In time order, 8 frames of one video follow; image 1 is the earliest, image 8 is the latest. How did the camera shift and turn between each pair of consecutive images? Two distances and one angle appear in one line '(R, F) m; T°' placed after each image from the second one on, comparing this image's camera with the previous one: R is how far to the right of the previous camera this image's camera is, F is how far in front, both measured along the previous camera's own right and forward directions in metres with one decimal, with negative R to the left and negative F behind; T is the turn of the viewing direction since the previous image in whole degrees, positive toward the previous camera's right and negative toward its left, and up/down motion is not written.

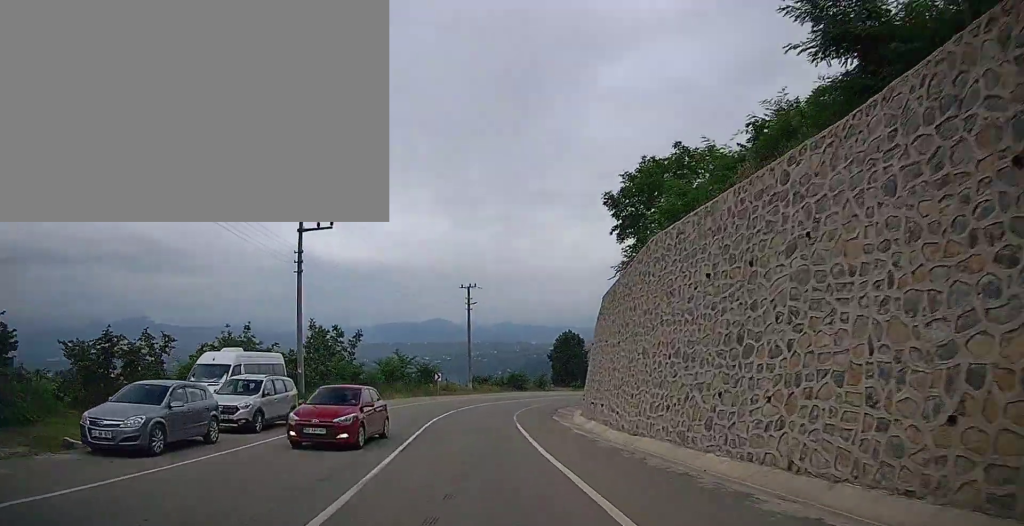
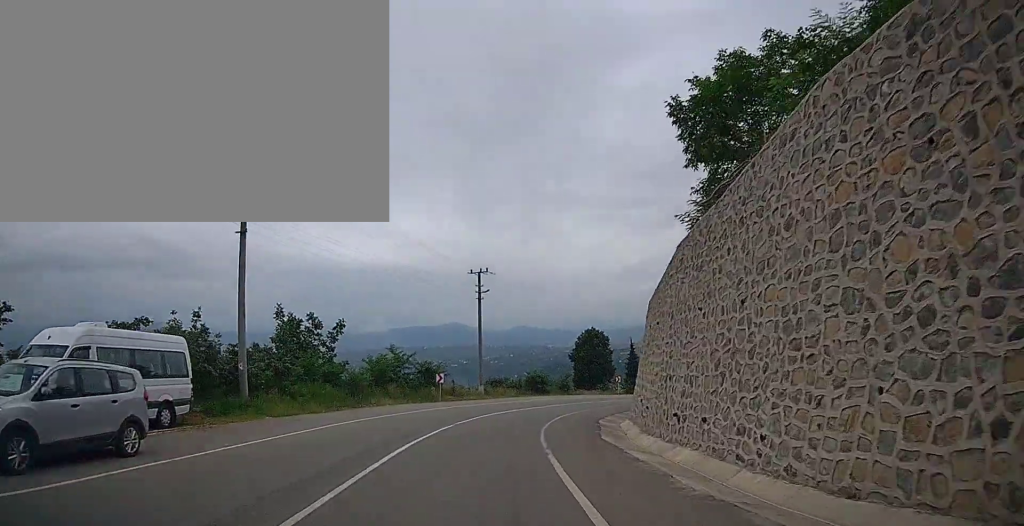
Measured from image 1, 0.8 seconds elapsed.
(-0.4, +10.5) m; -4°
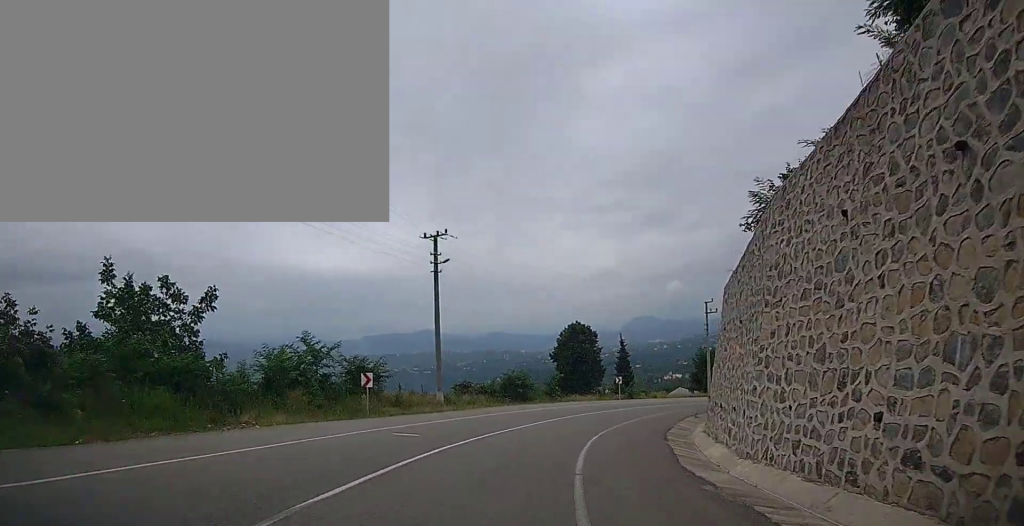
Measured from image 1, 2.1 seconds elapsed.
(-0.4, +15.1) m; +2°
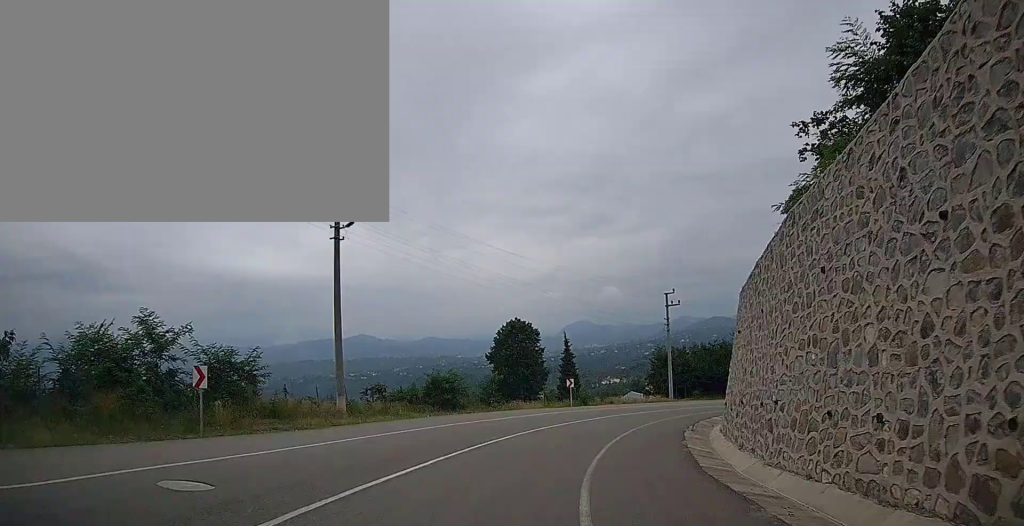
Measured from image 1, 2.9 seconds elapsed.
(+0.3, +9.5) m; +6°
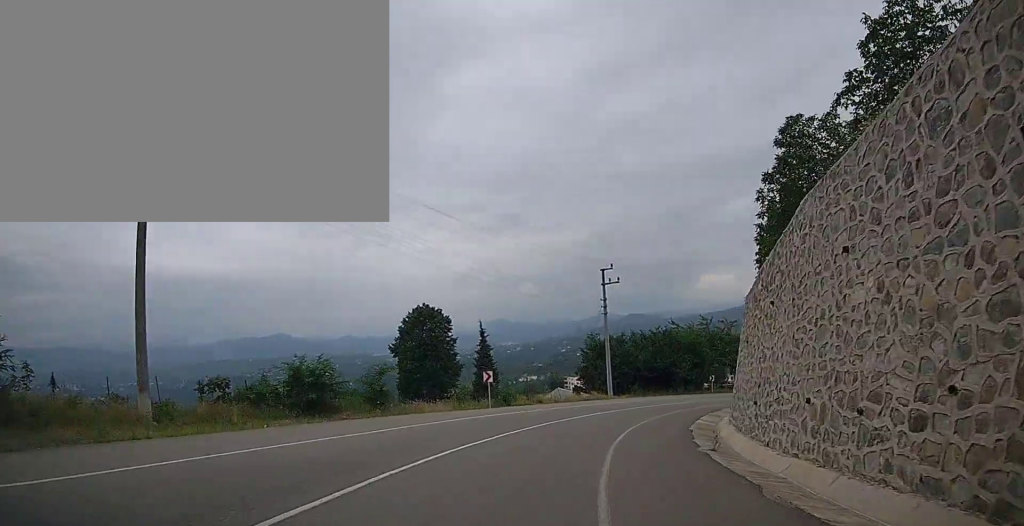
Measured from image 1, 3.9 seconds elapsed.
(+0.8, +10.1) m; +10°
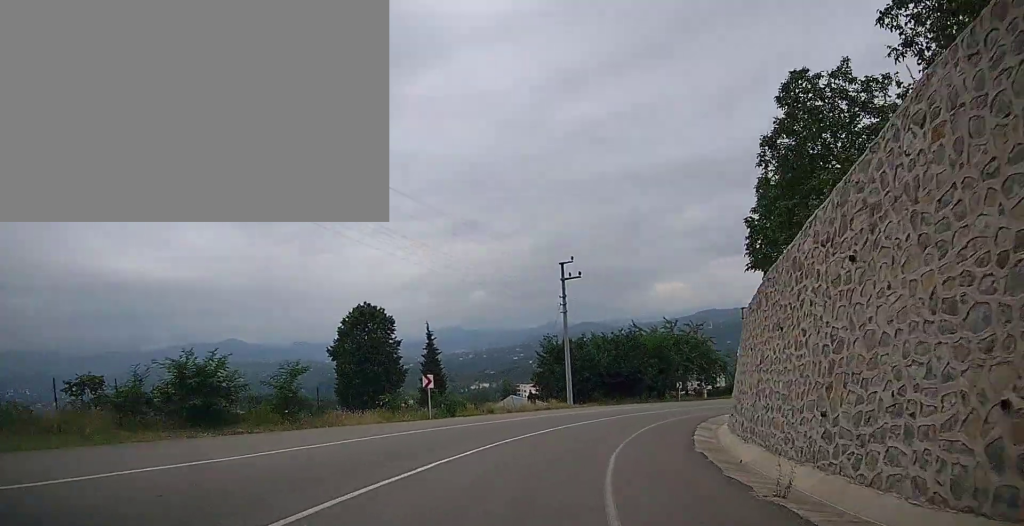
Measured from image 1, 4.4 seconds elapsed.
(+0.2, +4.9) m; +5°
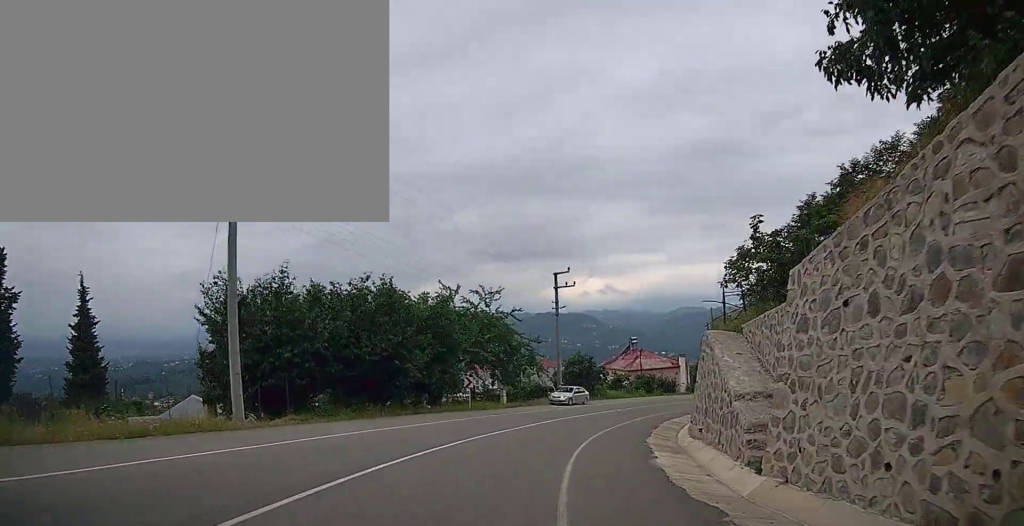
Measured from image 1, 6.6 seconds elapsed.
(+4.9, +24.2) m; +23°
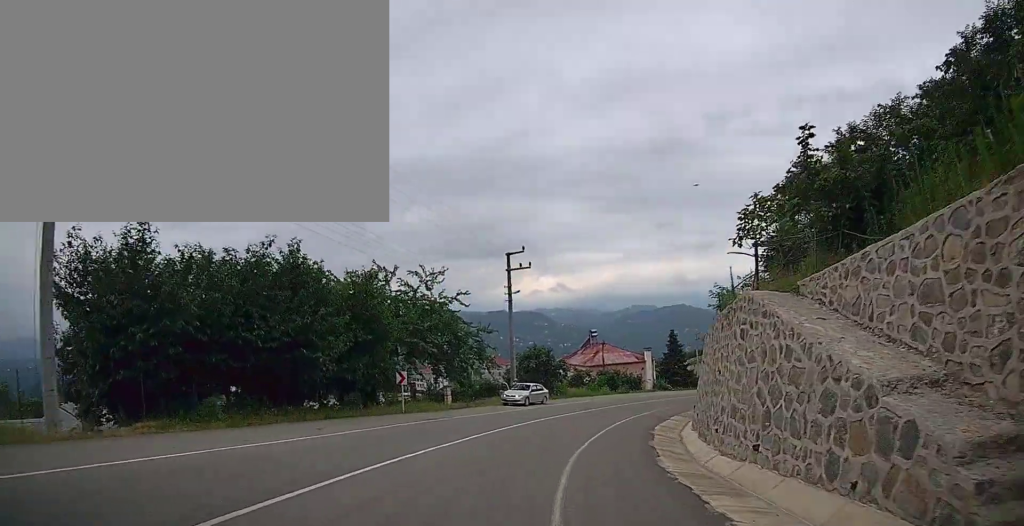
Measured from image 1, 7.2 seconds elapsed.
(+0.4, +6.5) m; +4°
